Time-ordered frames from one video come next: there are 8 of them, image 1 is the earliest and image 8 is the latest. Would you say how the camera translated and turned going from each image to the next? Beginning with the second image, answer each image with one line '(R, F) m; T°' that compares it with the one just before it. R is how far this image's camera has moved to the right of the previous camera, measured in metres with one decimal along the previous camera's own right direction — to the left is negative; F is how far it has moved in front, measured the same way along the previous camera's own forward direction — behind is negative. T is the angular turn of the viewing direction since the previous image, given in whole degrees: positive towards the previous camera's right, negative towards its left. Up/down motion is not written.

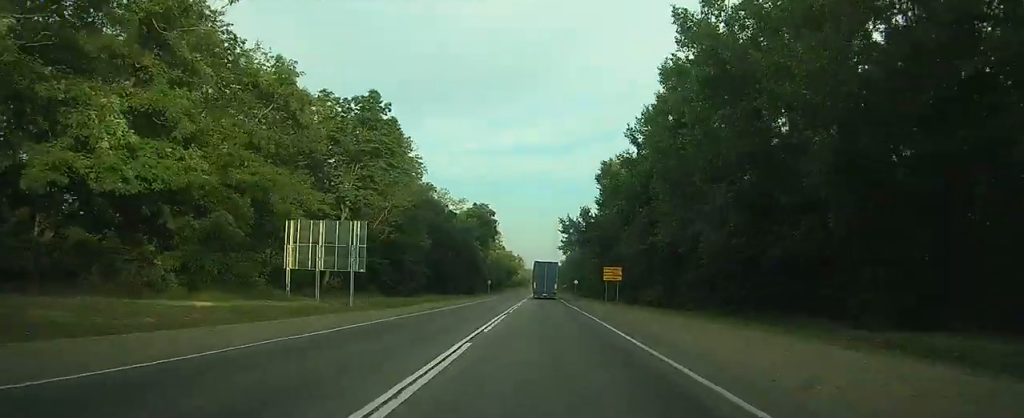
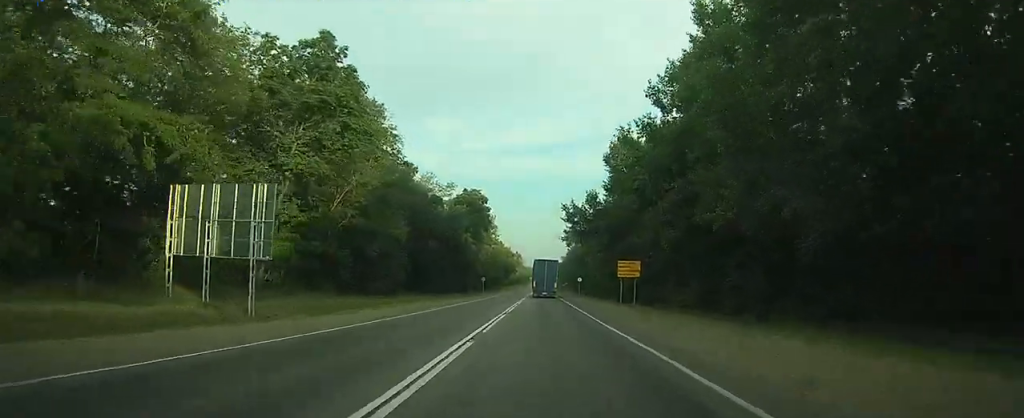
(0.0, +11.7) m; 0°
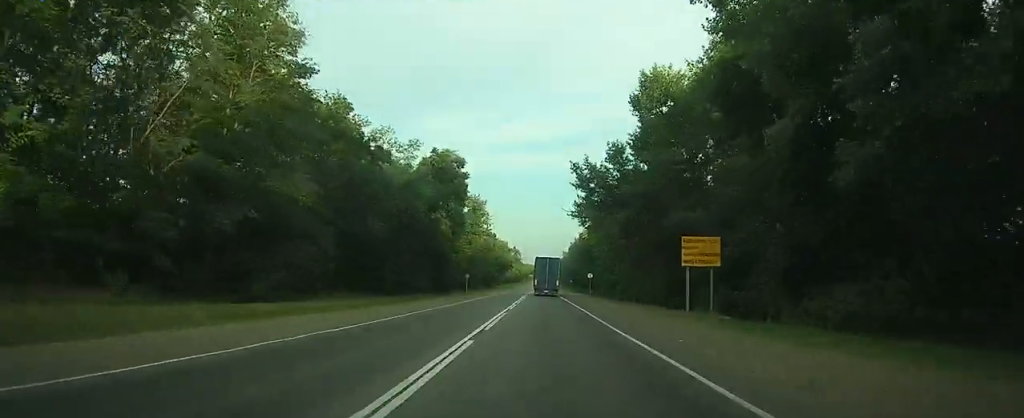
(0.0, +23.5) m; 0°
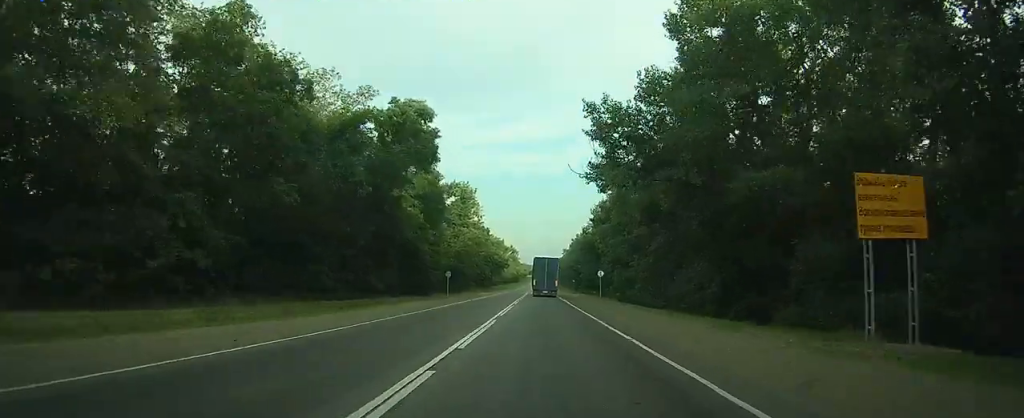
(0.0, +16.5) m; 0°
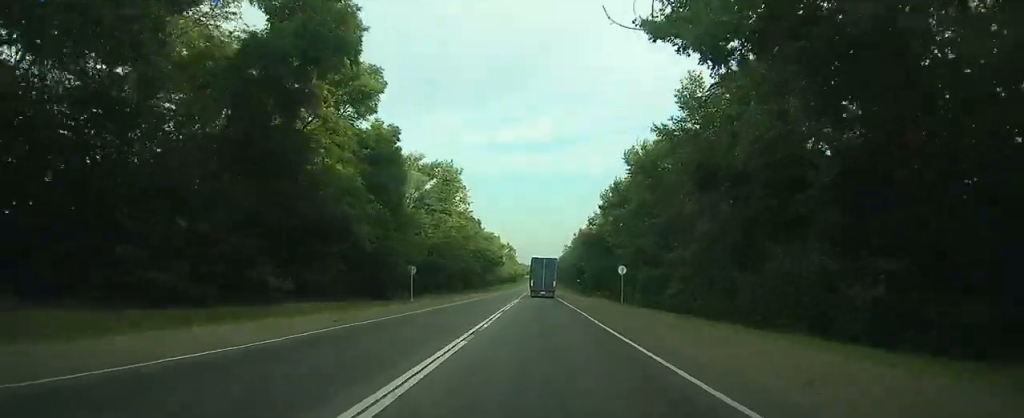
(0.0, +18.9) m; 0°
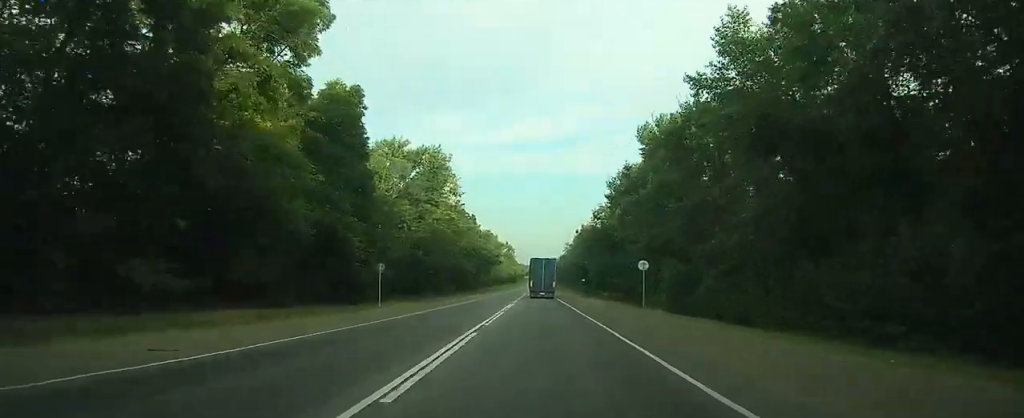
(0.0, +10.3) m; 0°
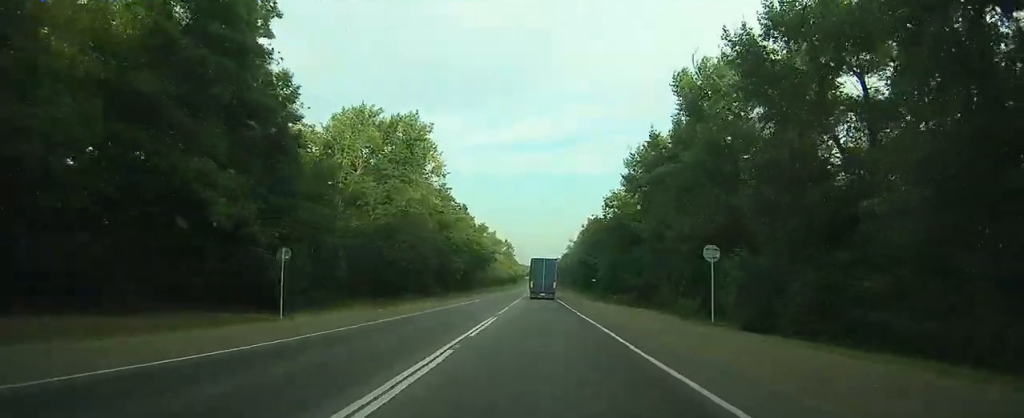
(0.0, +15.9) m; 0°
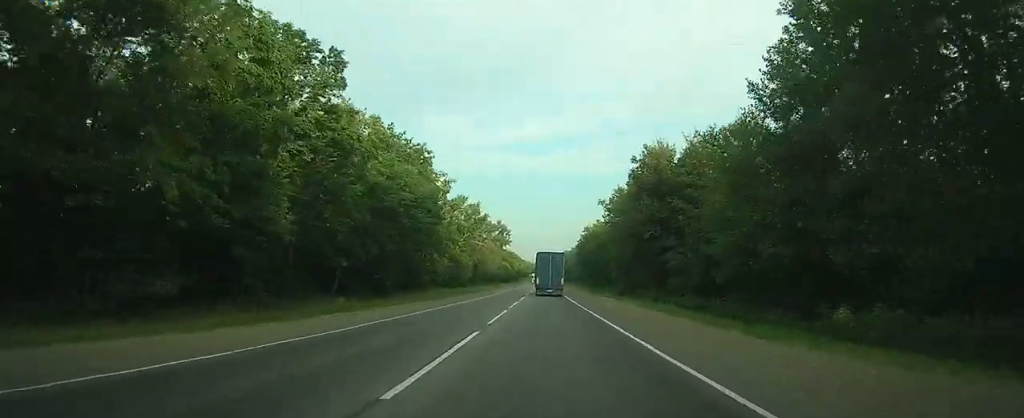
(+0.1, +67.7) m; 0°
